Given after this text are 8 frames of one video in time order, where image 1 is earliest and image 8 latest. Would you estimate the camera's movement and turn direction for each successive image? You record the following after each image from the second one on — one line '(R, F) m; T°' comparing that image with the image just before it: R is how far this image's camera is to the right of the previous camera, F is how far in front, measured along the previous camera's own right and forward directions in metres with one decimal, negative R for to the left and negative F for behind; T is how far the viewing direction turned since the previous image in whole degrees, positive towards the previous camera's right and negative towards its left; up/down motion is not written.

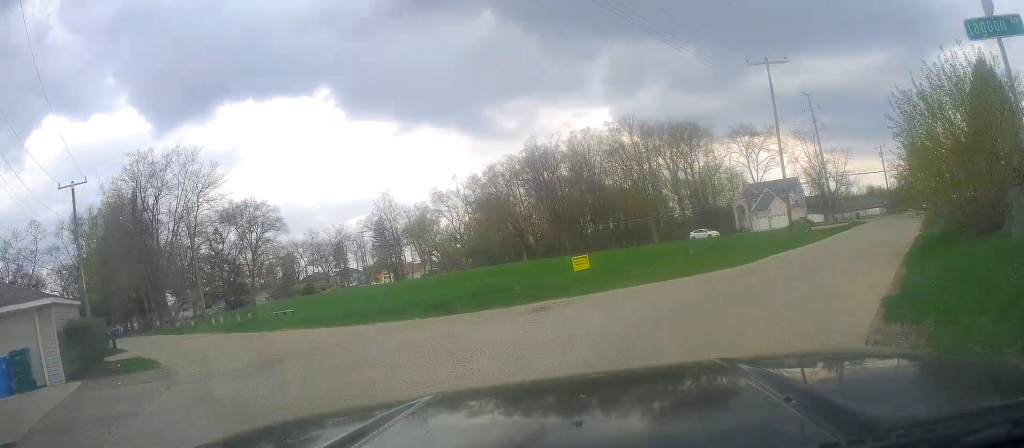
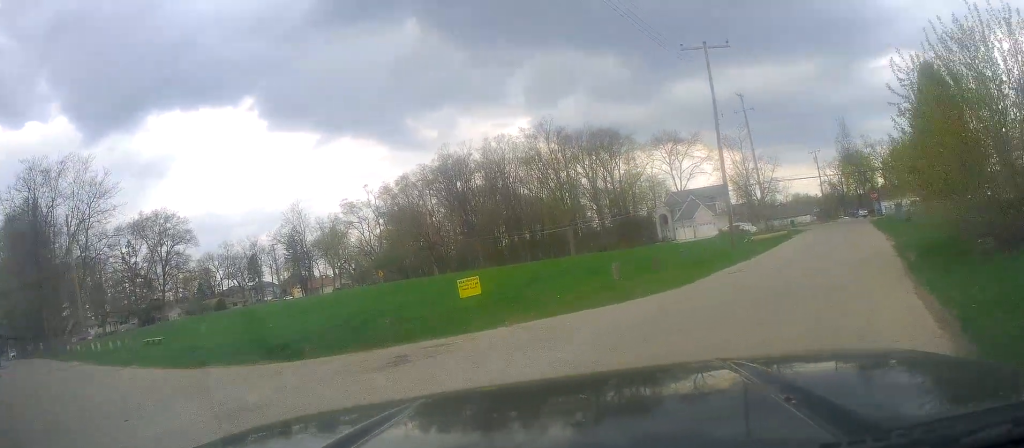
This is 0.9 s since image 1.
(+0.3, +5.1) m; +7°
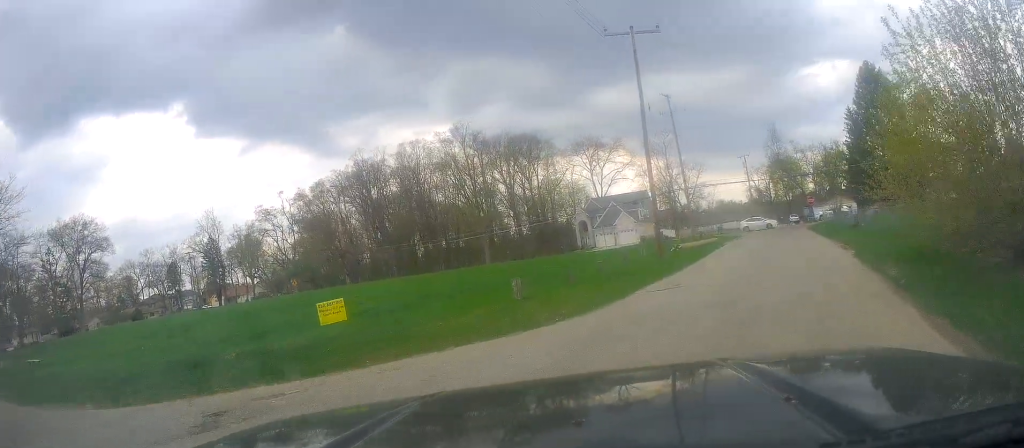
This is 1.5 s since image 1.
(-0.1, +3.5) m; +5°
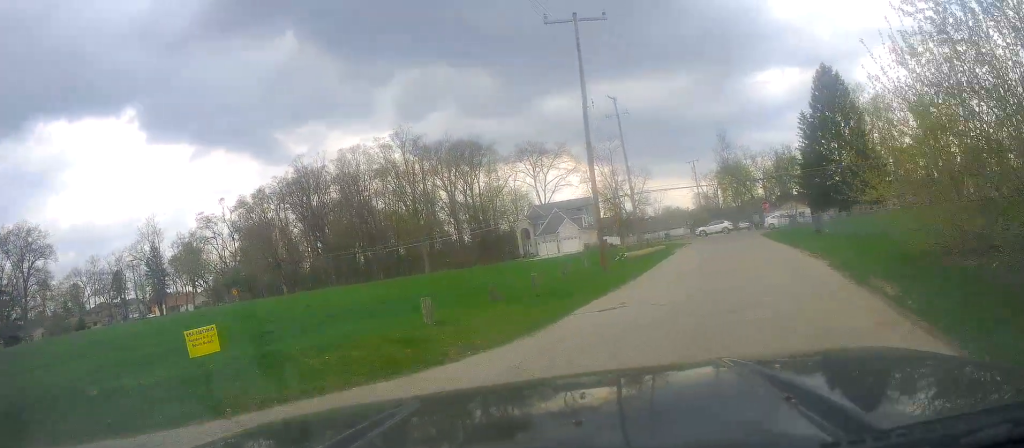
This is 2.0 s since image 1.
(+0.3, +2.7) m; +3°
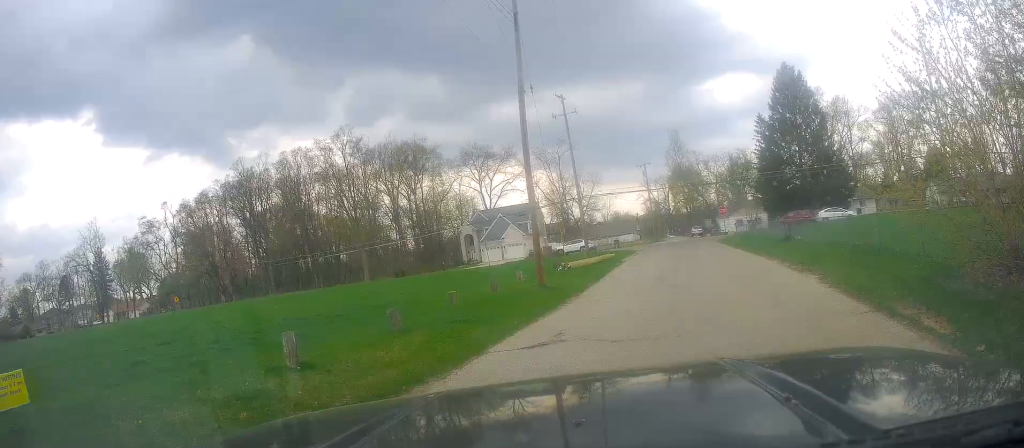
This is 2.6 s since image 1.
(+0.2, +3.4) m; +4°
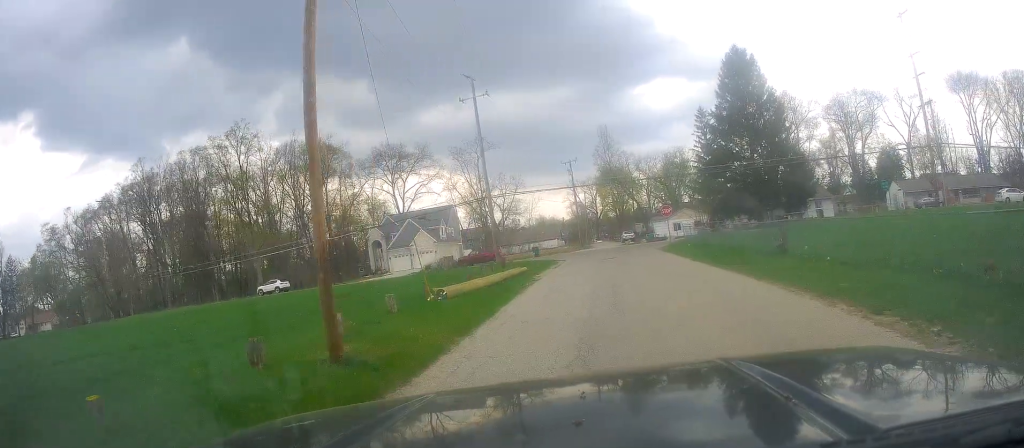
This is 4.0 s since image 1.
(+0.7, +9.4) m; +8°
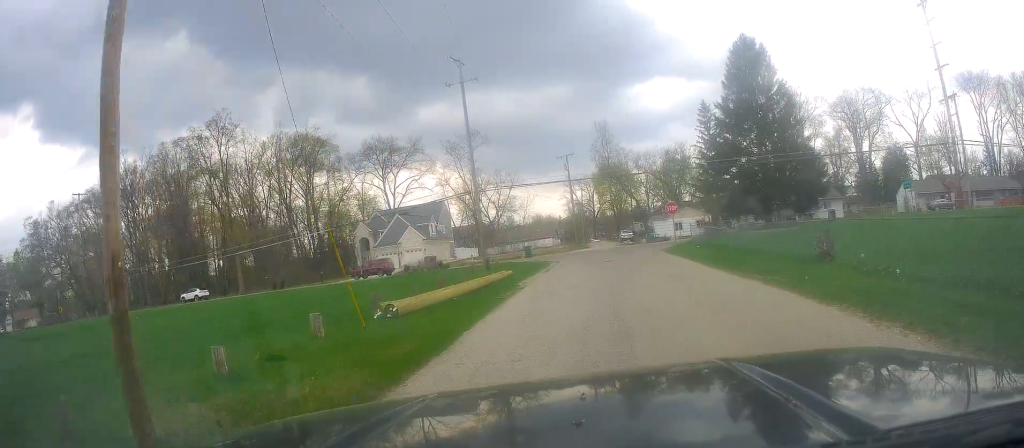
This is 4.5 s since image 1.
(+0.3, +3.9) m; +2°
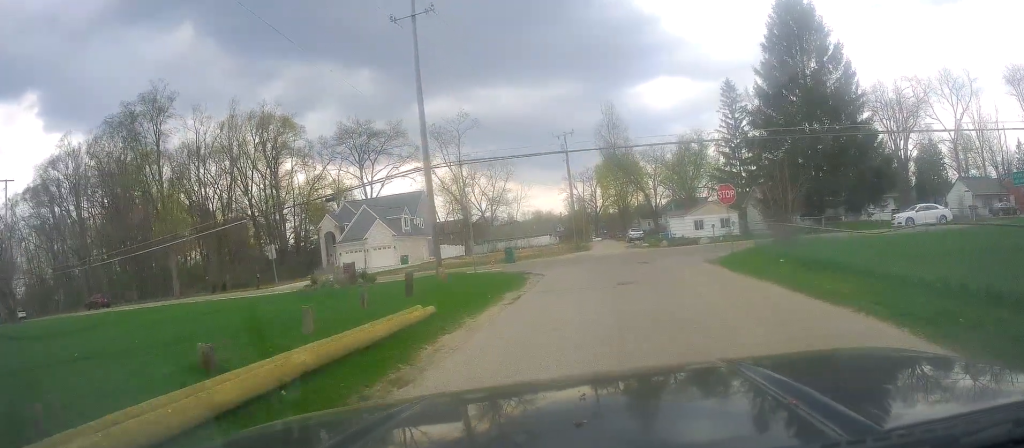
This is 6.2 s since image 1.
(+0.1, +14.6) m; +4°
